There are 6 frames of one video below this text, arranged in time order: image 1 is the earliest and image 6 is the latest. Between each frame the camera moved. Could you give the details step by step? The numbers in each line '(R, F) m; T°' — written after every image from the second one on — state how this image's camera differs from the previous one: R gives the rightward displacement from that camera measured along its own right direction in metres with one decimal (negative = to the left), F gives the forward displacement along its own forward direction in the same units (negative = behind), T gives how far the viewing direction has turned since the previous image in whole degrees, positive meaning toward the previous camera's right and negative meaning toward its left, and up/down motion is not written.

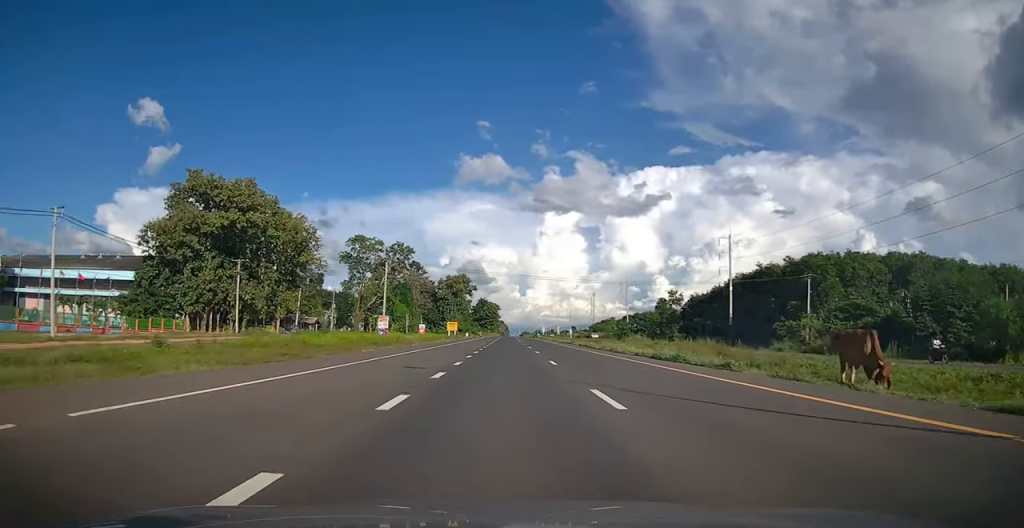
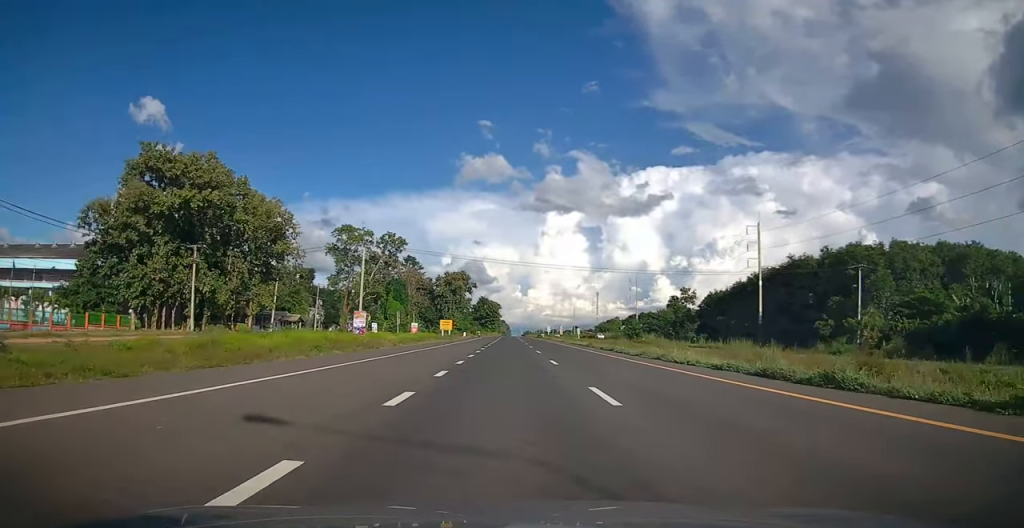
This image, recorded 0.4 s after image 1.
(0.0, +11.6) m; 0°
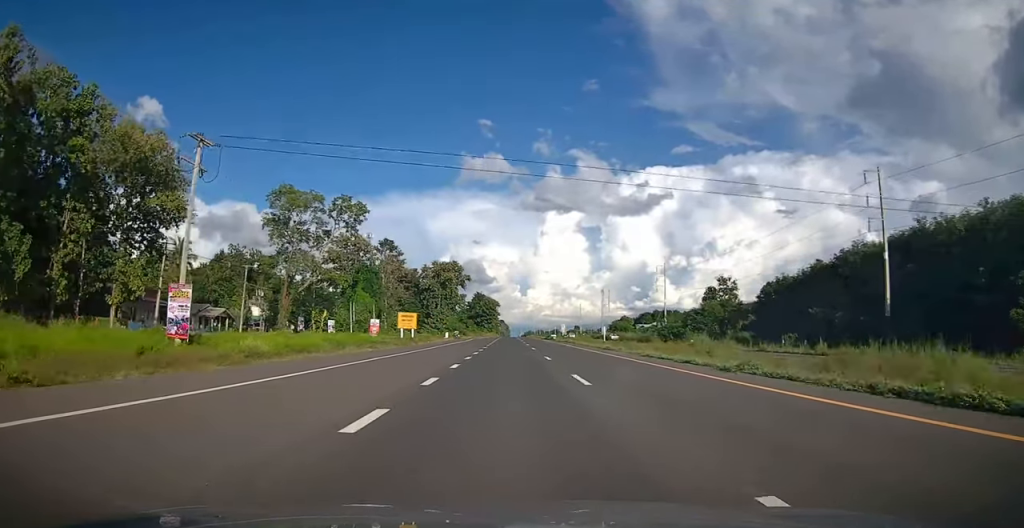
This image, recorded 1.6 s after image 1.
(0.0, +32.4) m; 0°
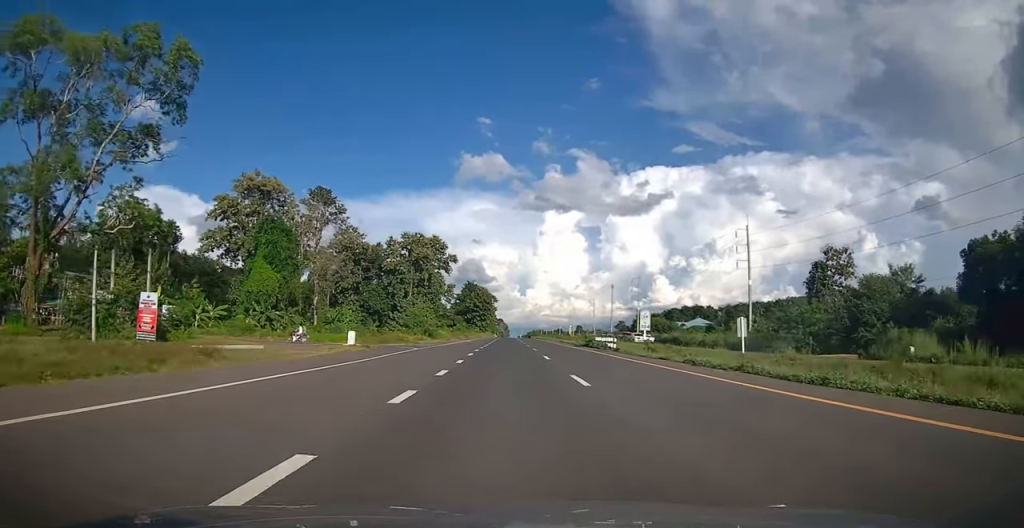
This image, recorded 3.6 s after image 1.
(0.0, +51.4) m; 0°
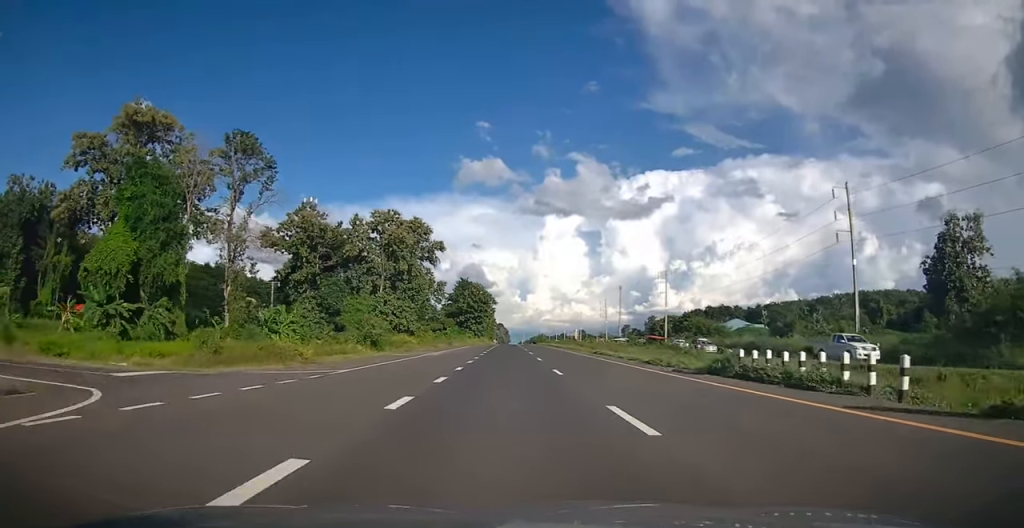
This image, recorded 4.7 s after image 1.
(-0.1, +30.1) m; 0°
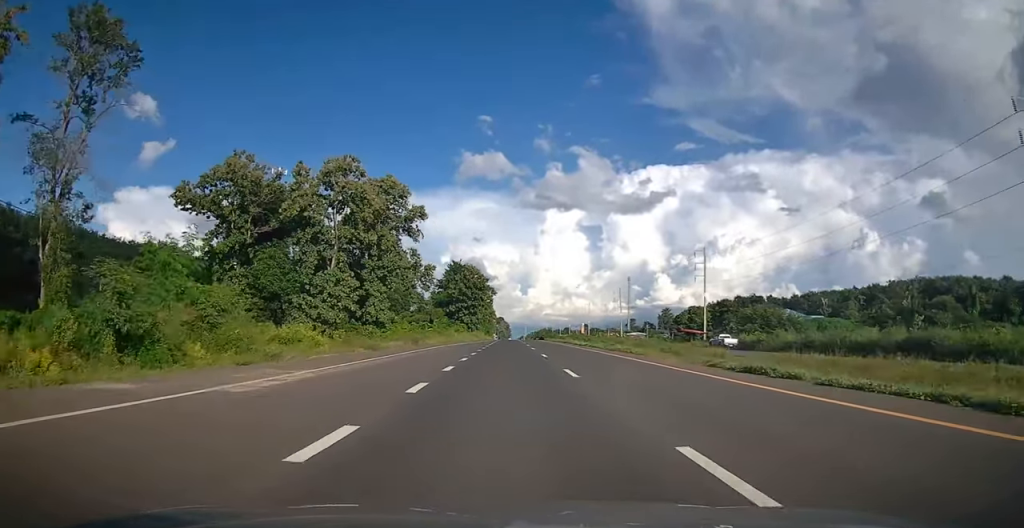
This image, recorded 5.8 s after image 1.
(+0.1, +28.0) m; 0°
